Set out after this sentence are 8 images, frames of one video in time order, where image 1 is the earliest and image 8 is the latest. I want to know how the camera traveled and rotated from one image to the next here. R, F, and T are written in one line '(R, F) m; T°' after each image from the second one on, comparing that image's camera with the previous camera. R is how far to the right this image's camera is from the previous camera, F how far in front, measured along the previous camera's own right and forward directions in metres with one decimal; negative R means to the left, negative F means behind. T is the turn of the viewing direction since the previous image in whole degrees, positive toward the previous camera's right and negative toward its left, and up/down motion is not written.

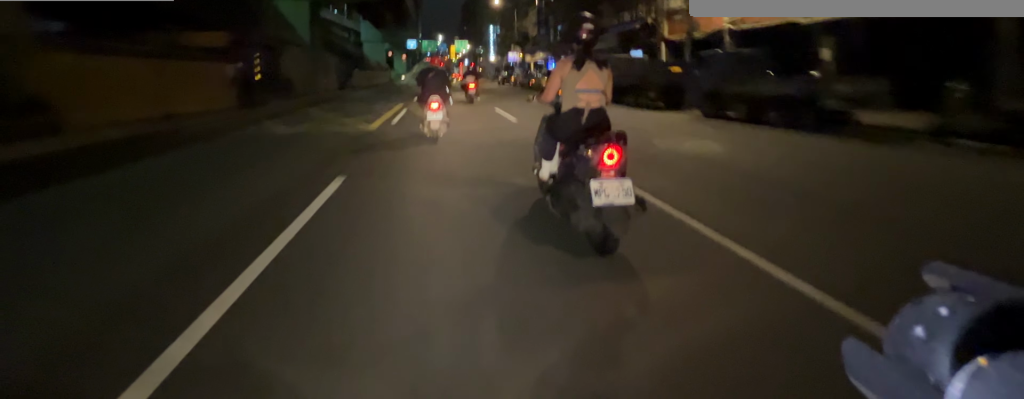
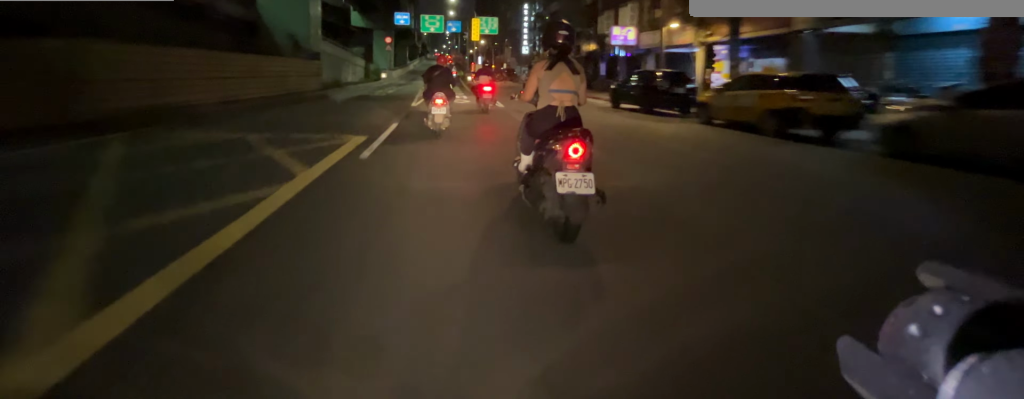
(-0.4, +28.5) m; -2°
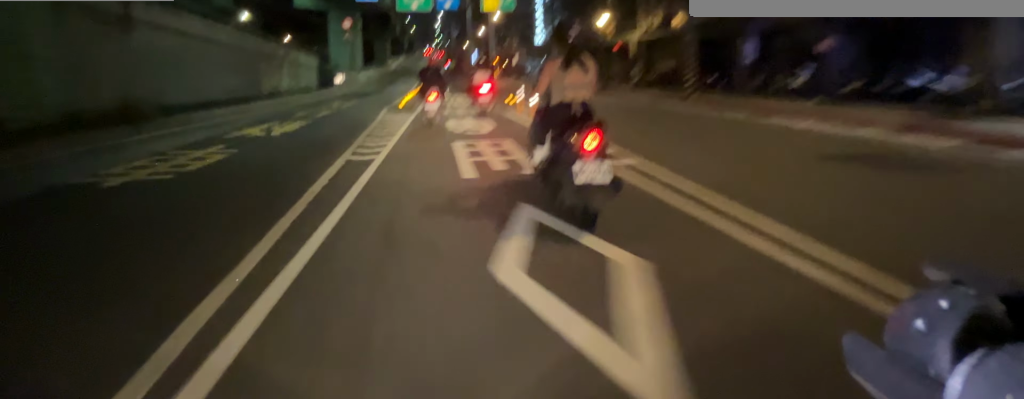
(0.0, +17.7) m; 0°
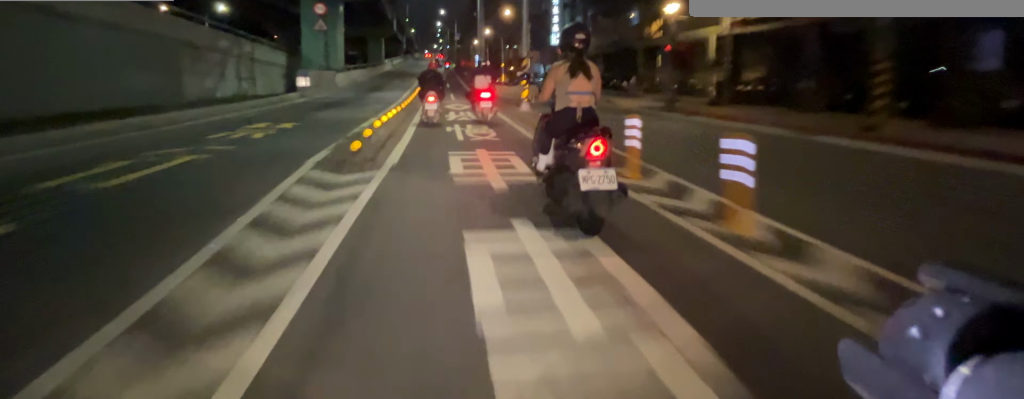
(0.0, +8.6) m; 0°
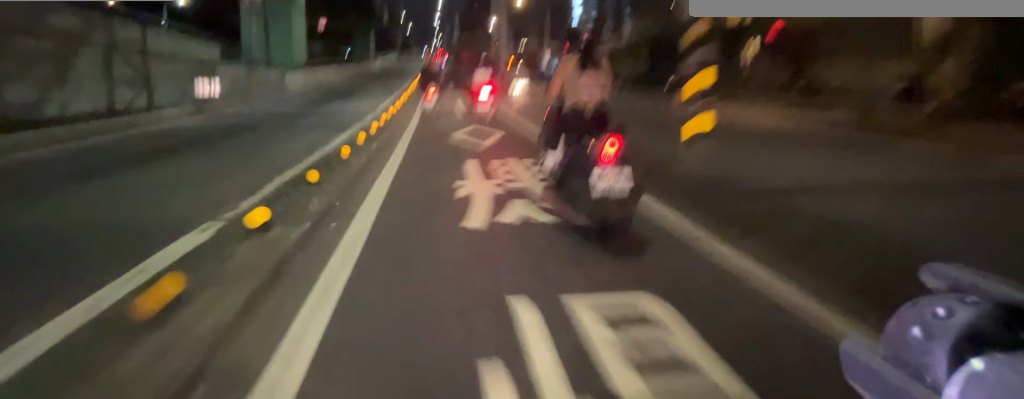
(0.0, +10.3) m; 0°
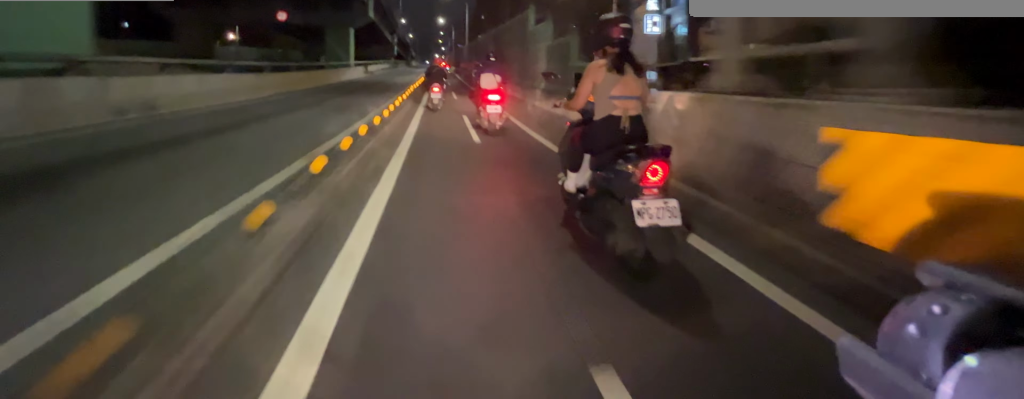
(0.0, +16.8) m; 0°
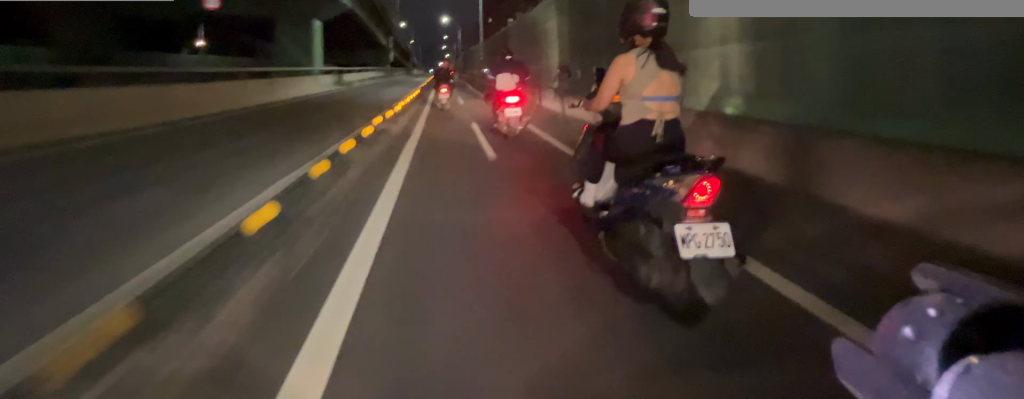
(0.0, +12.8) m; -1°
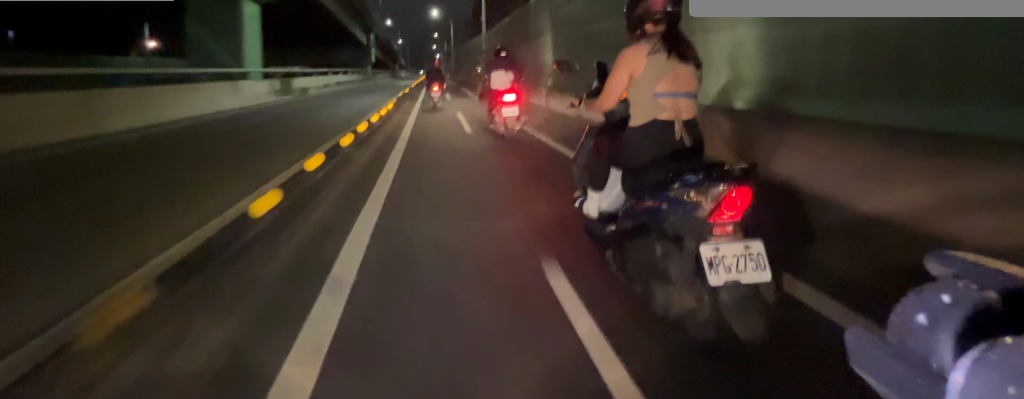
(-0.1, +8.1) m; -1°
